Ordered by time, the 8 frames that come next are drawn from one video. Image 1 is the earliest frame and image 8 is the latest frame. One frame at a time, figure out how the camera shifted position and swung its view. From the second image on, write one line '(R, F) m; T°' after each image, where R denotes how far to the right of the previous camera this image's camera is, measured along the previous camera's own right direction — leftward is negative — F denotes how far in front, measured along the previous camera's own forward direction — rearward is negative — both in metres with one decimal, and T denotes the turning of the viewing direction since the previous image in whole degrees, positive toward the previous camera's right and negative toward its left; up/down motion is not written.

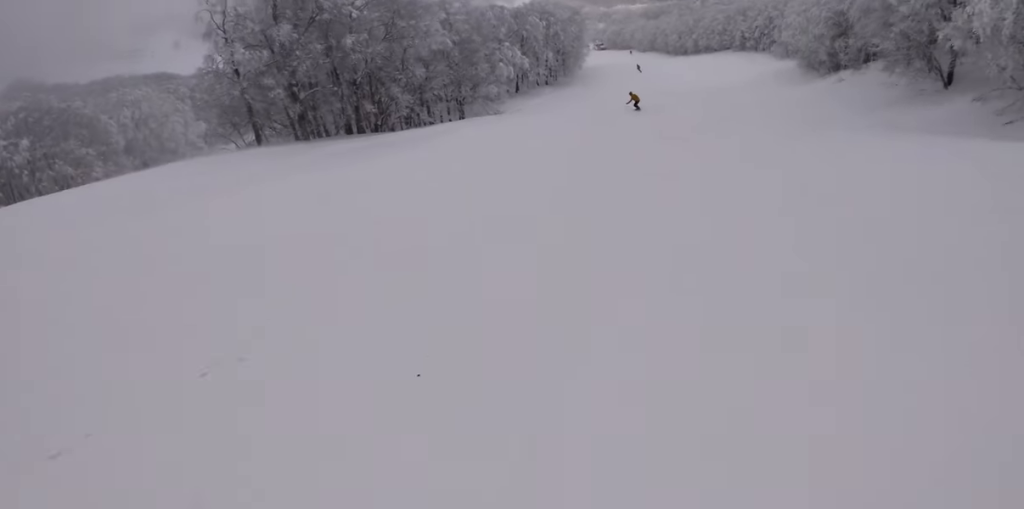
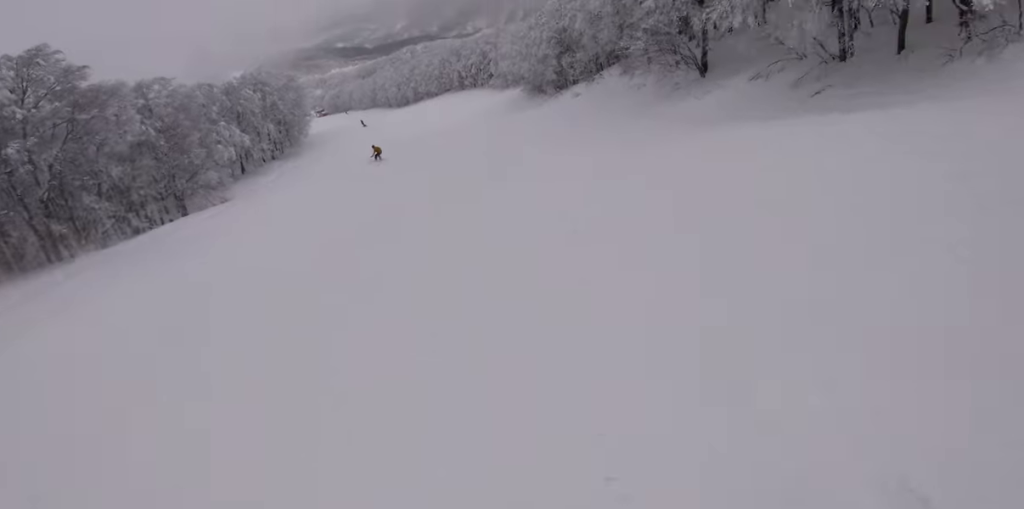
(+1.6, +6.8) m; +14°
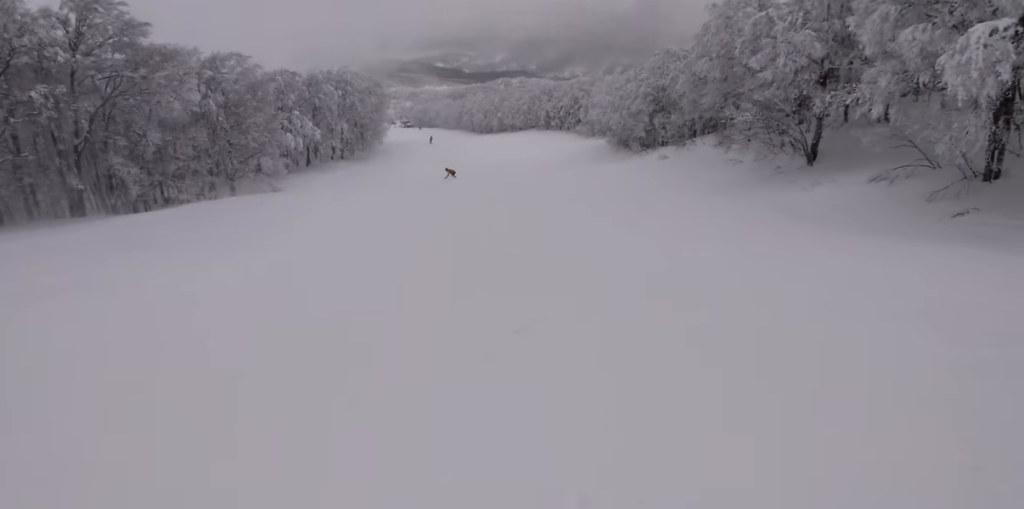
(+0.1, +4.2) m; +1°
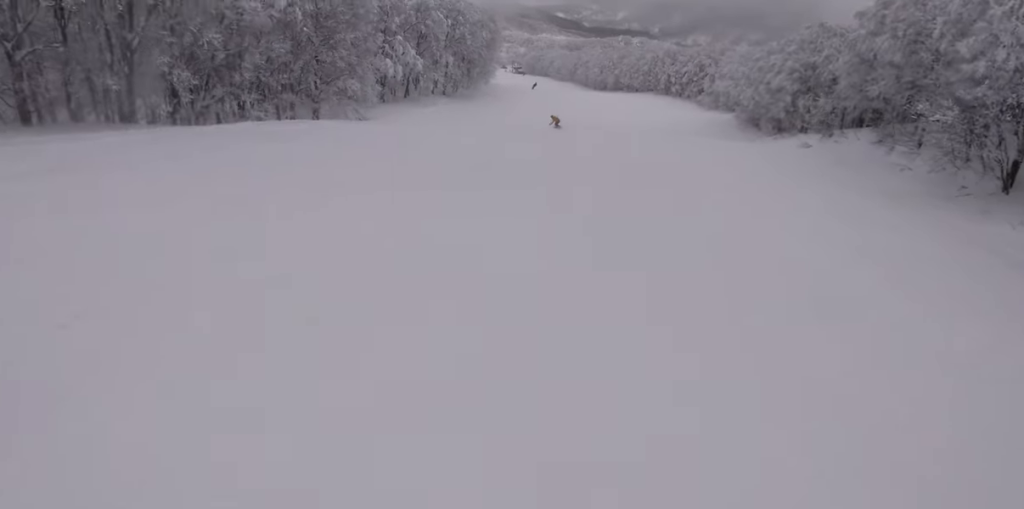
(0.0, +5.8) m; +2°
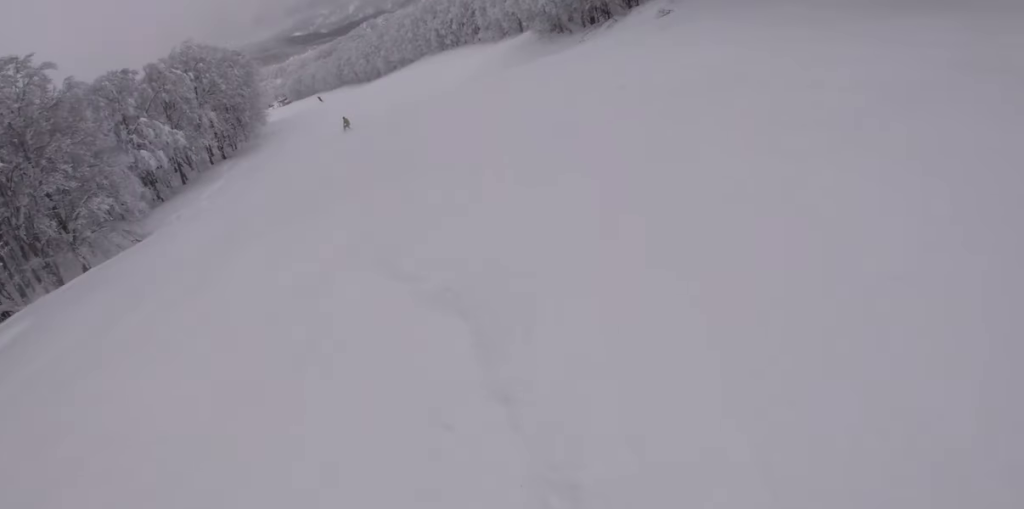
(+1.1, +10.7) m; +20°
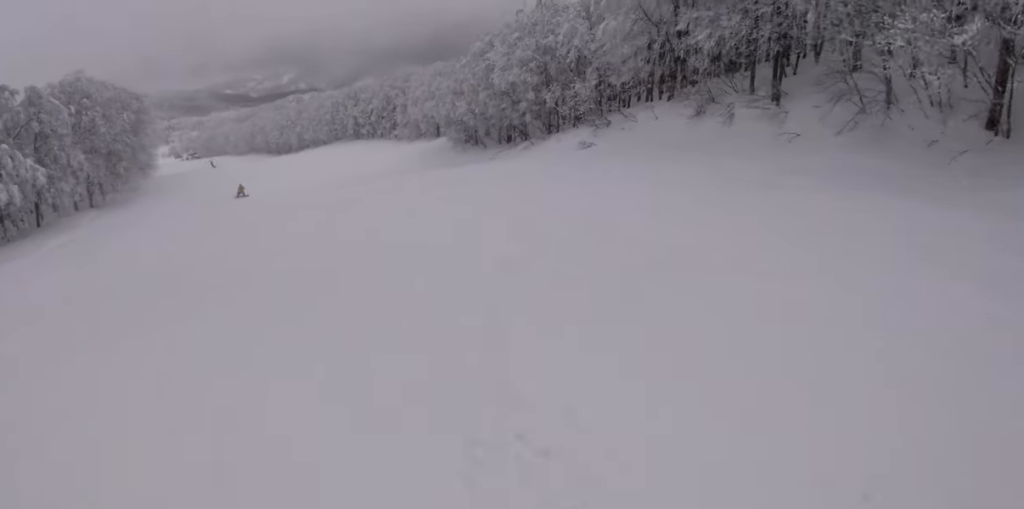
(+1.5, +5.7) m; 0°
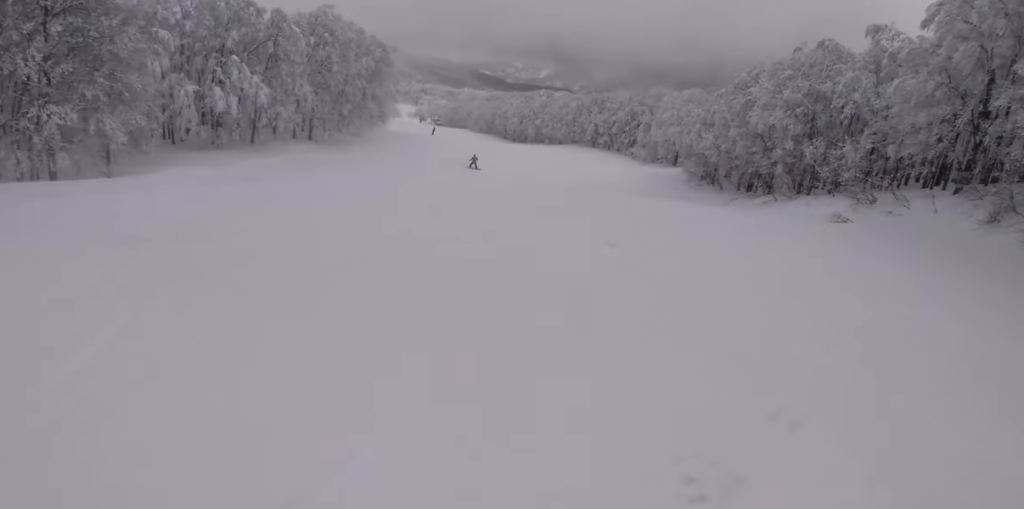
(-1.0, +3.9) m; -11°
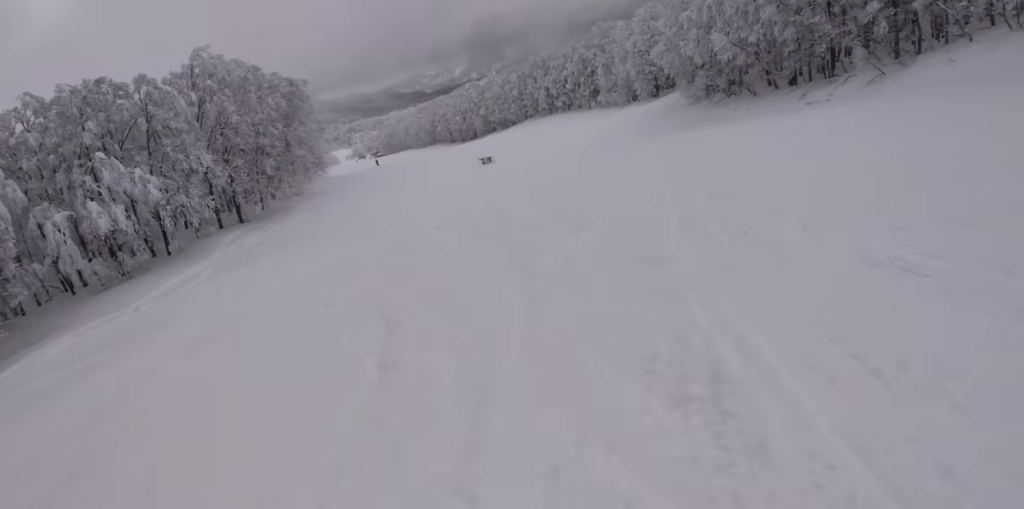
(-2.4, +14.1) m; -4°
